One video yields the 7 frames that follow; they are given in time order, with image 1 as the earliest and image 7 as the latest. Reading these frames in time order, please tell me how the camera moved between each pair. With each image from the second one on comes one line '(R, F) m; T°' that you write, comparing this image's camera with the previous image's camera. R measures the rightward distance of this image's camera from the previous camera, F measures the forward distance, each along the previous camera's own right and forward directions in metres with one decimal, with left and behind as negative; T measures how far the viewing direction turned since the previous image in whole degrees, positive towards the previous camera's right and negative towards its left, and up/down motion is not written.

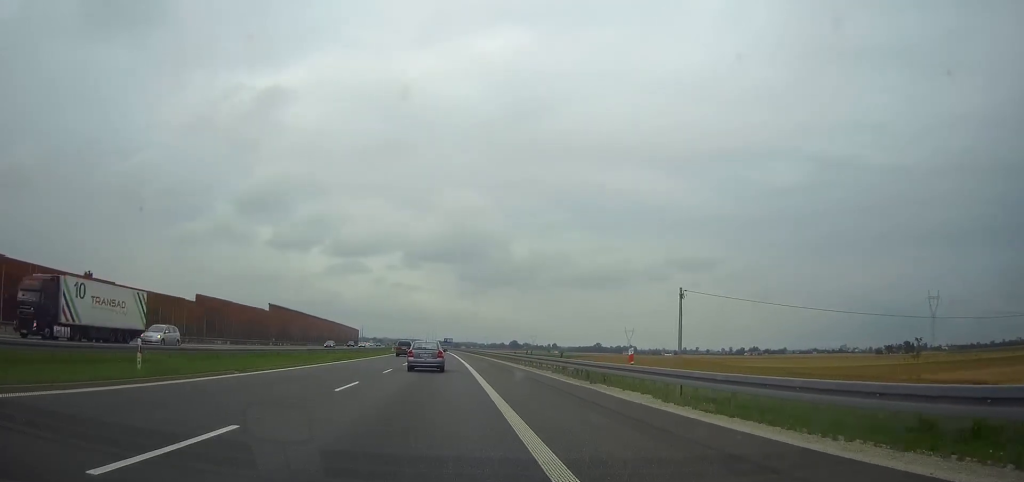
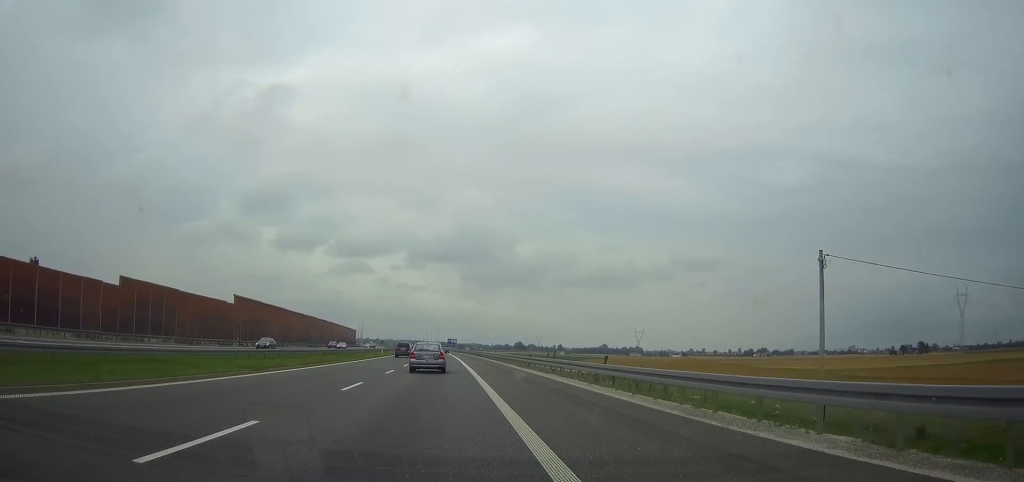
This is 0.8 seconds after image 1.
(-0.1, +24.4) m; 0°
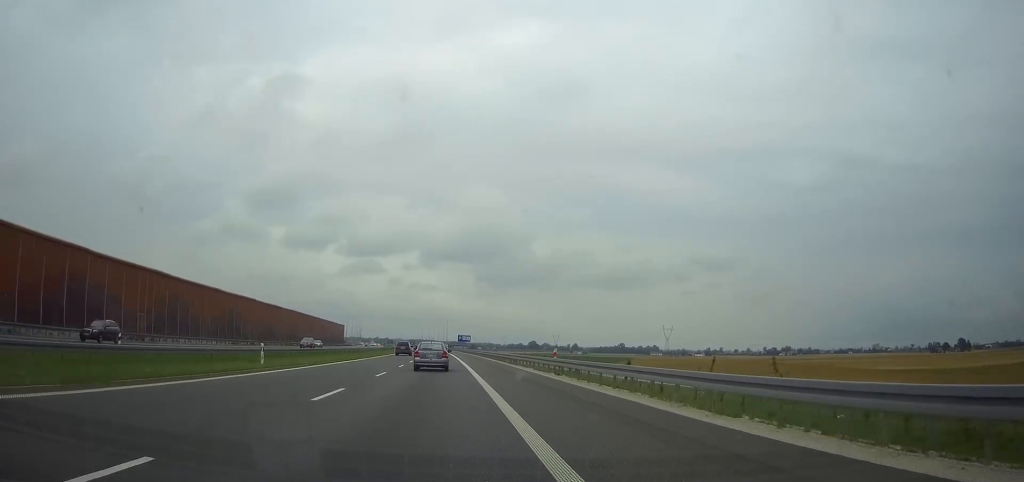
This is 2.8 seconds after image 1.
(-0.4, +63.6) m; -1°
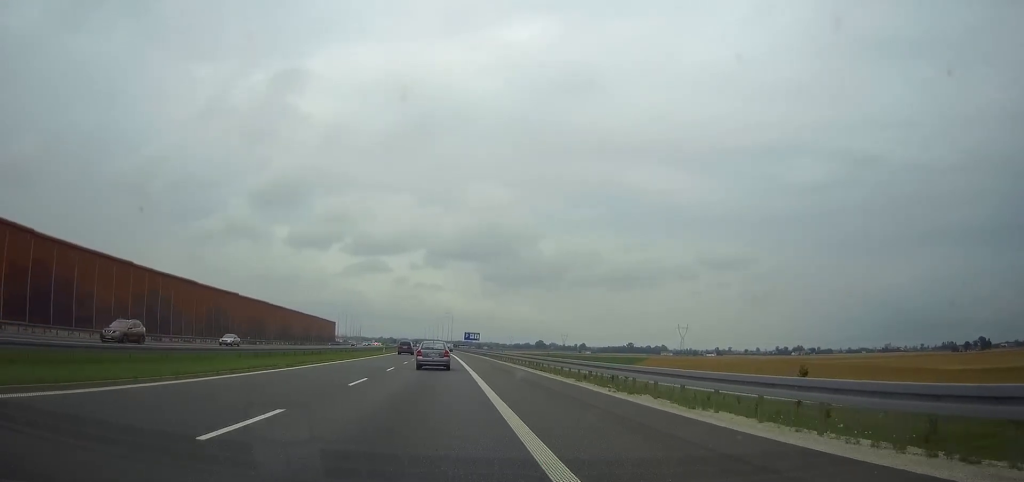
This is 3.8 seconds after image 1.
(-0.1, +28.5) m; 0°
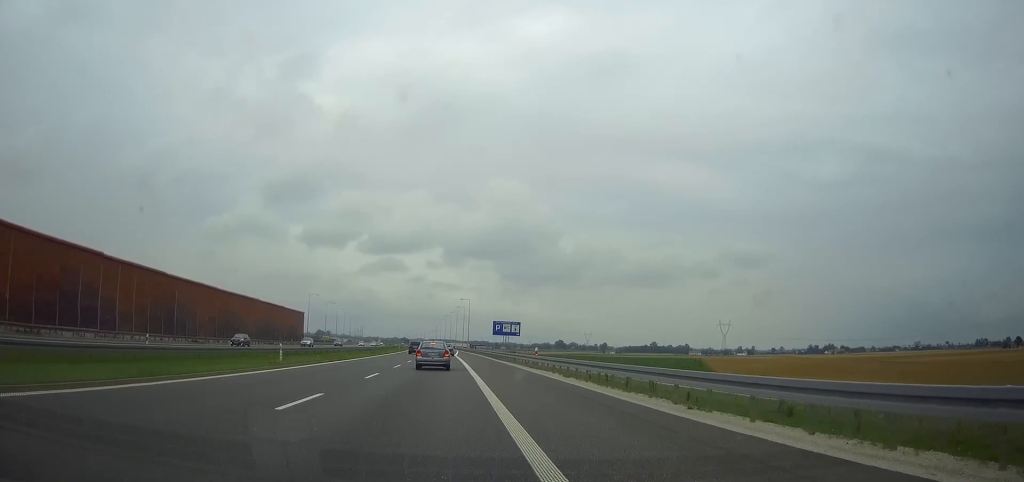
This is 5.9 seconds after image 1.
(-0.6, +65.7) m; -1°
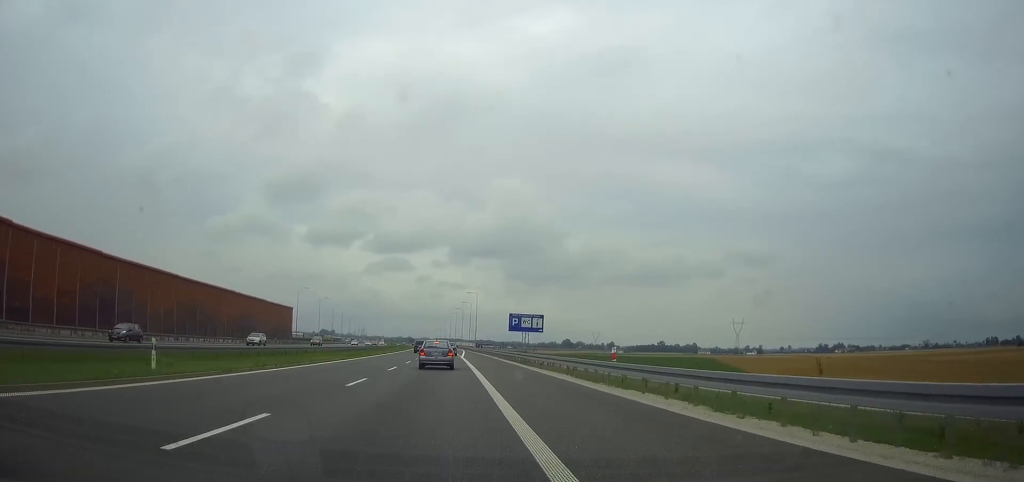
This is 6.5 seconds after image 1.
(0.0, +17.0) m; 0°
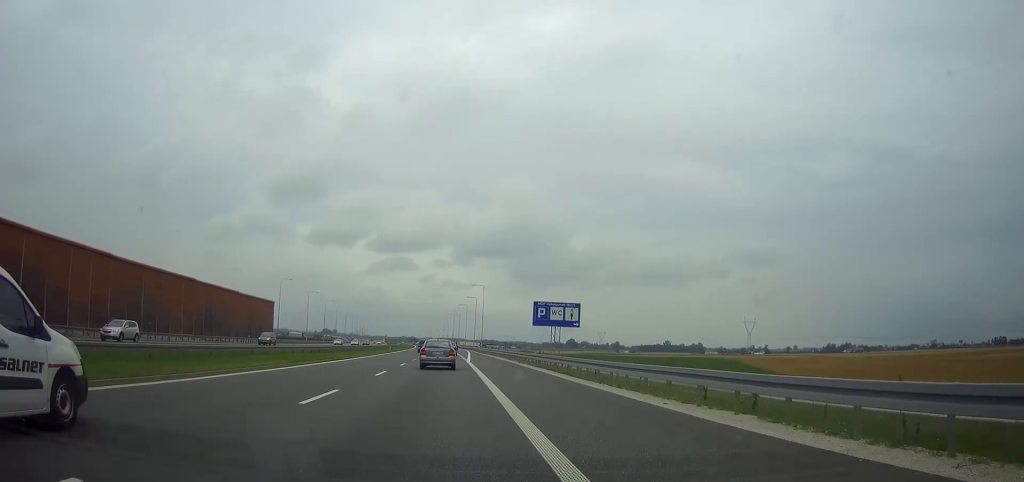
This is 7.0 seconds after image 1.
(0.0, +18.1) m; 0°
